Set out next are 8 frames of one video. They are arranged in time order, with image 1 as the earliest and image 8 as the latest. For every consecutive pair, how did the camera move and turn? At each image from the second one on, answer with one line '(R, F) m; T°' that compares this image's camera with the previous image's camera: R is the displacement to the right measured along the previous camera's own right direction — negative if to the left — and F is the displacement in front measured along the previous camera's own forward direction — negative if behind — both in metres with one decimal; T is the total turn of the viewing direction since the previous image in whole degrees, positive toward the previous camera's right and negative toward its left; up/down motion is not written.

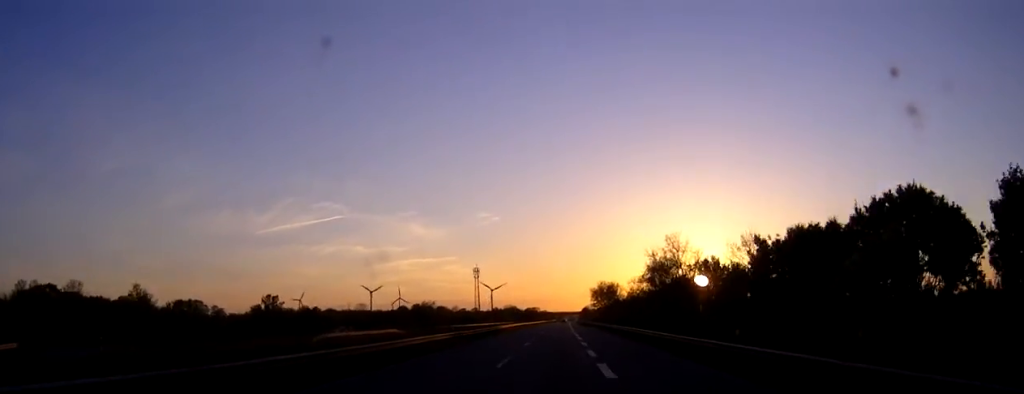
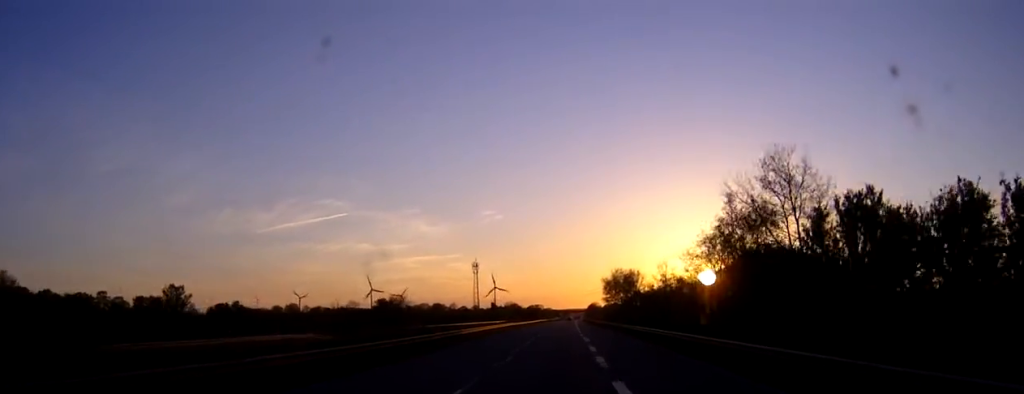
(+0.1, +32.3) m; 0°
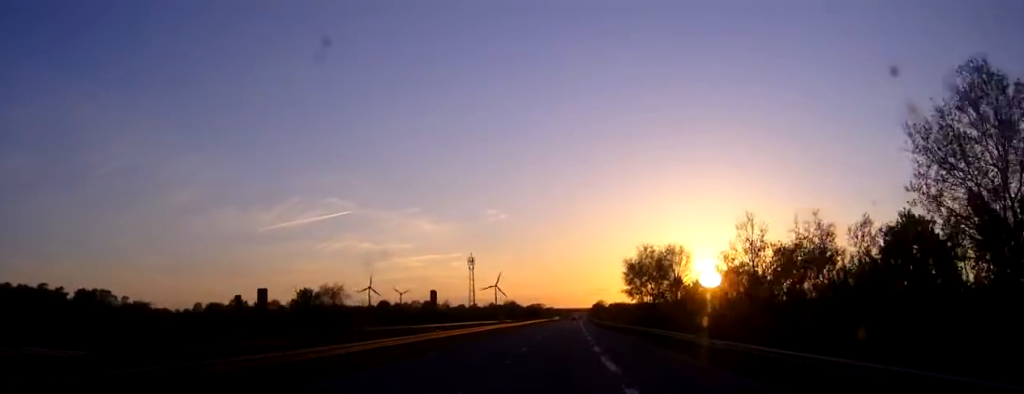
(-0.2, +37.1) m; 0°
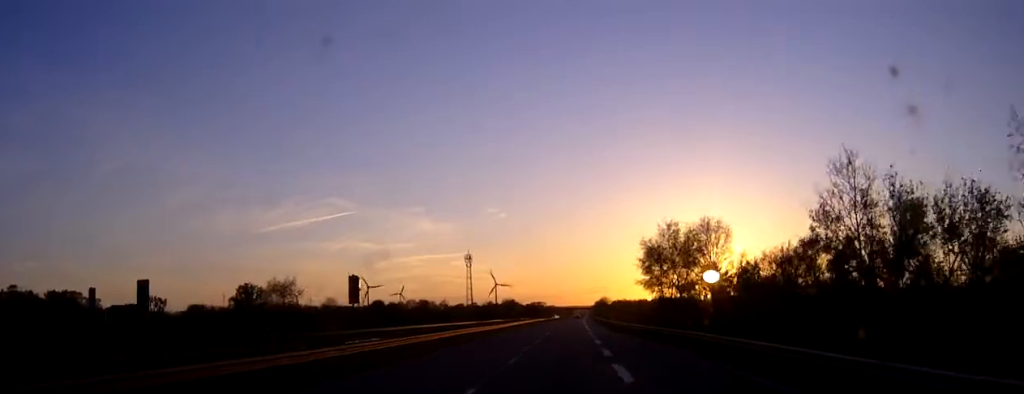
(0.0, +16.7) m; 0°
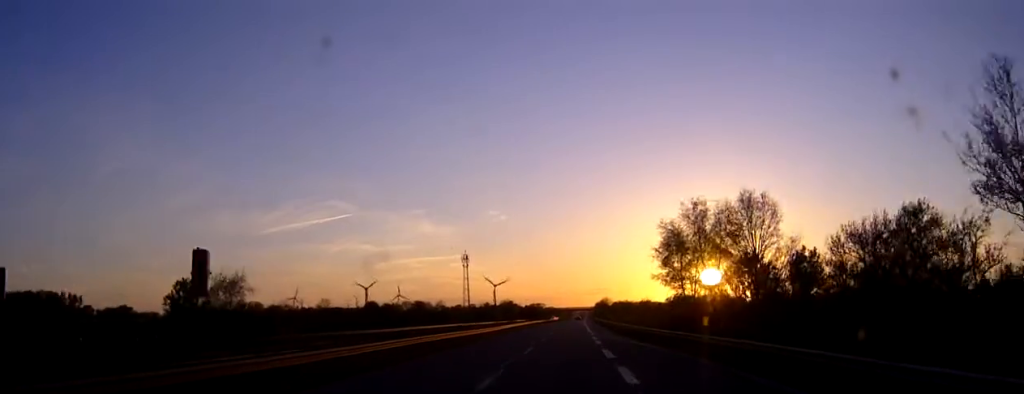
(0.0, +12.1) m; 0°
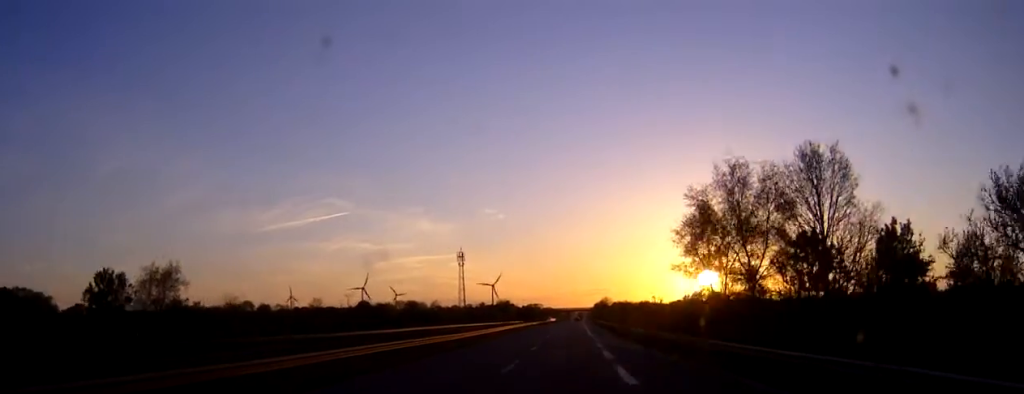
(0.0, +11.1) m; 0°
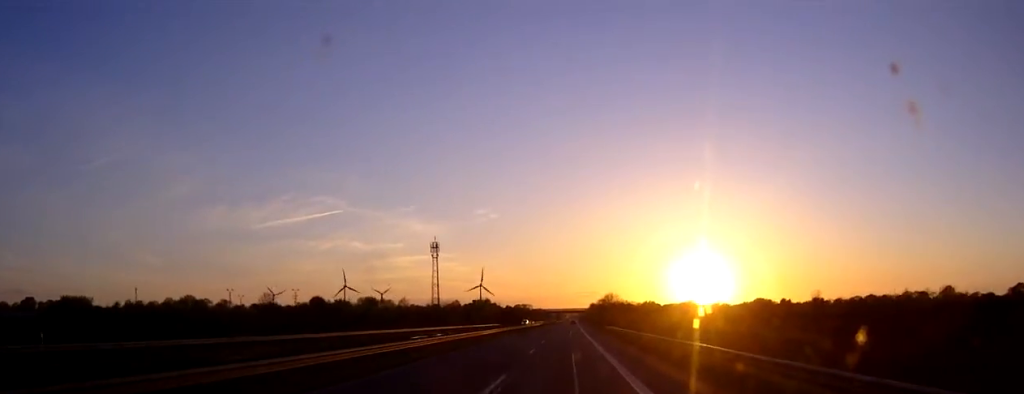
(+0.2, +61.3) m; +1°
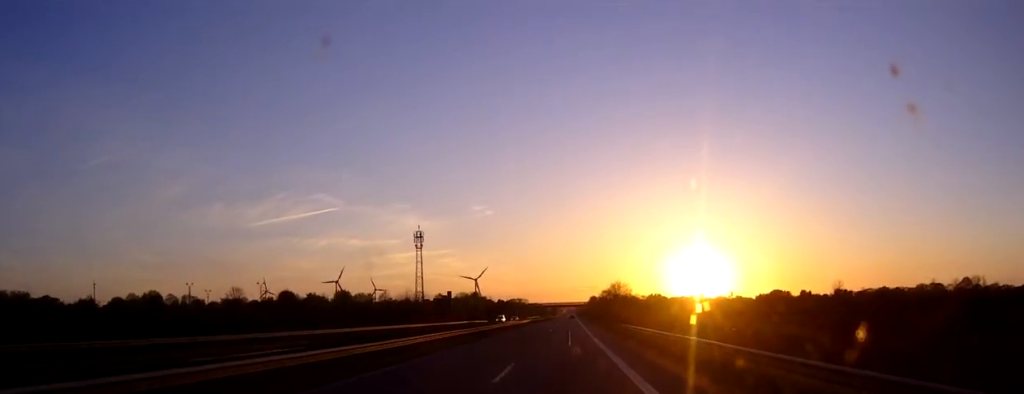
(+0.1, +33.5) m; 0°
